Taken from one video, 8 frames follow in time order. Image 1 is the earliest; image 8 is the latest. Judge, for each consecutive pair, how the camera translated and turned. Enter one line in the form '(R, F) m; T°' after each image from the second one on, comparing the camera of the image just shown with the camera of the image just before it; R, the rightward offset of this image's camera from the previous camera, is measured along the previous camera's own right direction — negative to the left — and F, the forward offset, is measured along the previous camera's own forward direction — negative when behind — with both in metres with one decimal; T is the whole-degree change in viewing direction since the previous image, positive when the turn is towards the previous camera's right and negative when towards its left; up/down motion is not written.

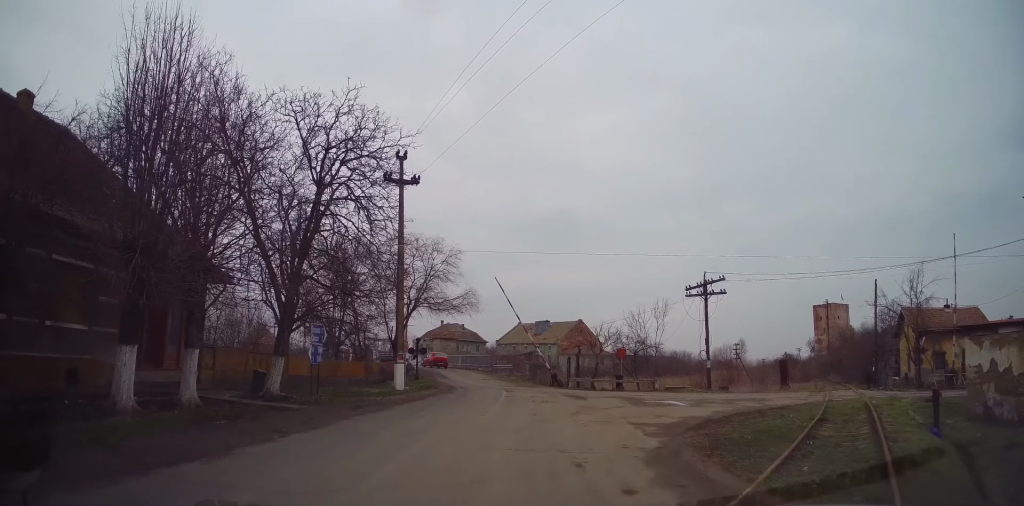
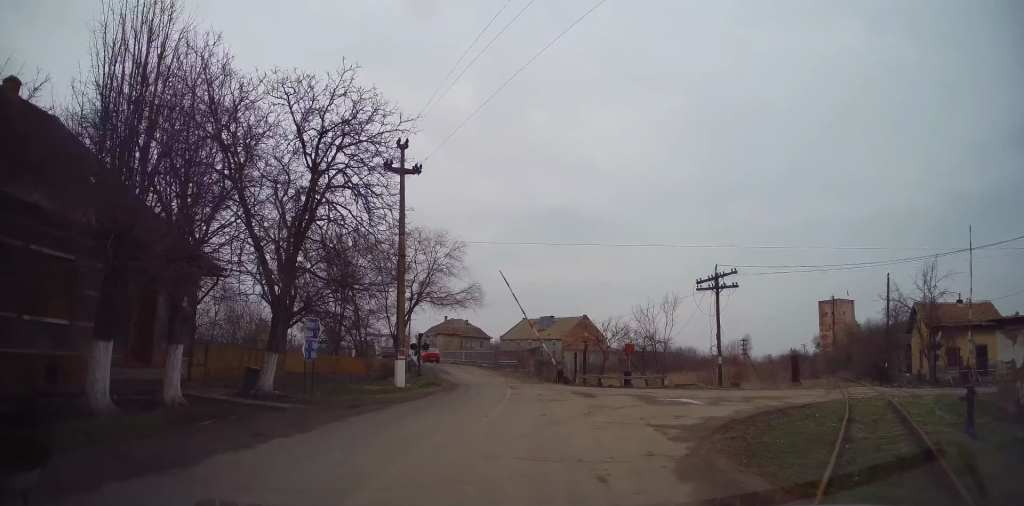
(+0.1, +1.0) m; +1°
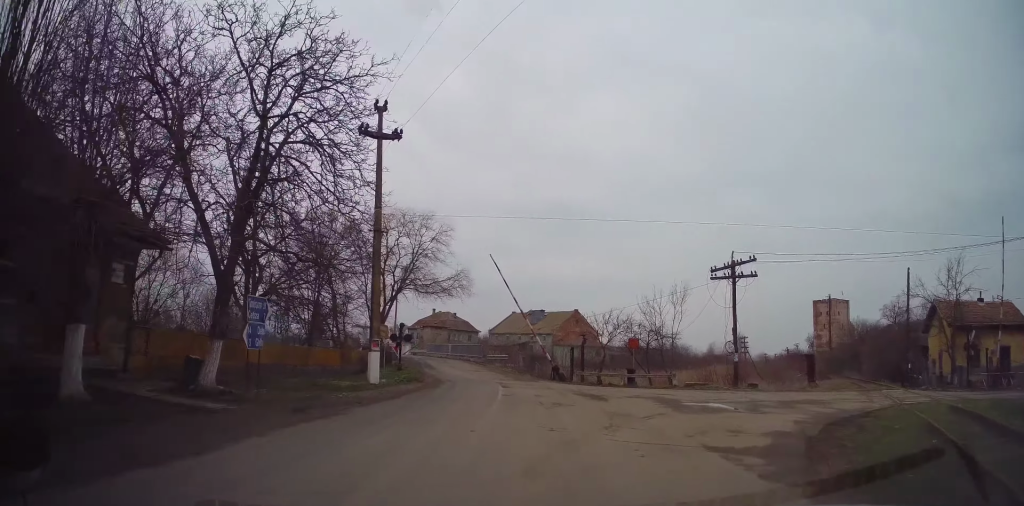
(-0.6, +3.5) m; -4°
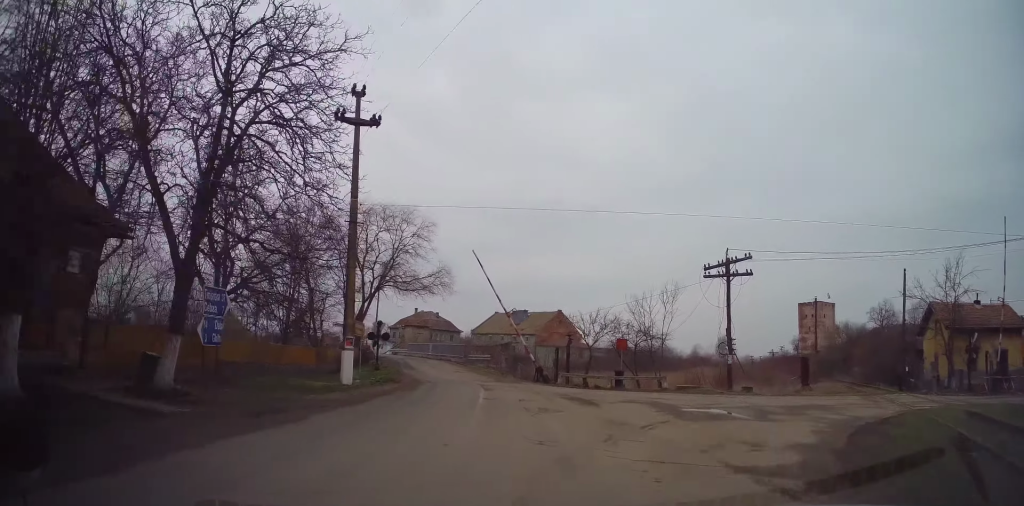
(+0.1, +1.4) m; 0°
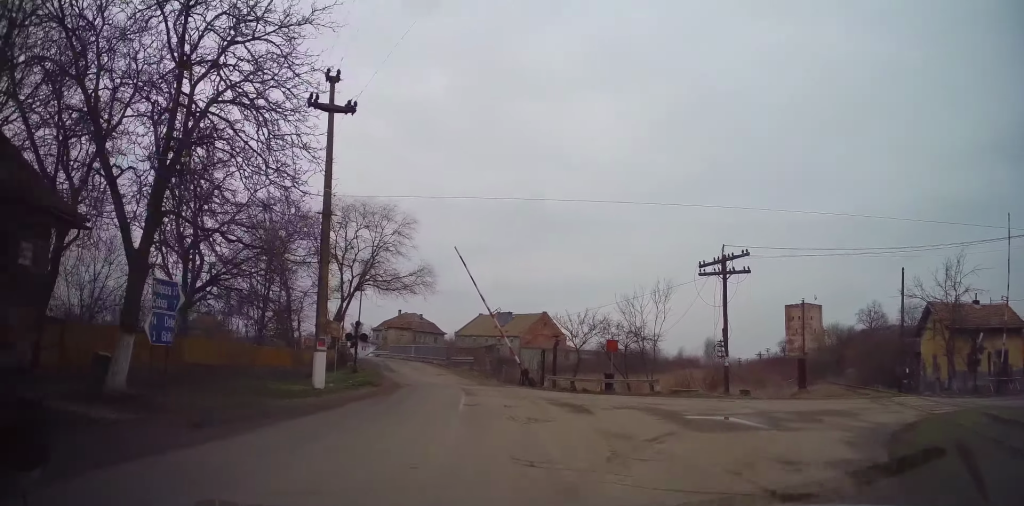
(+0.1, +1.2) m; 0°
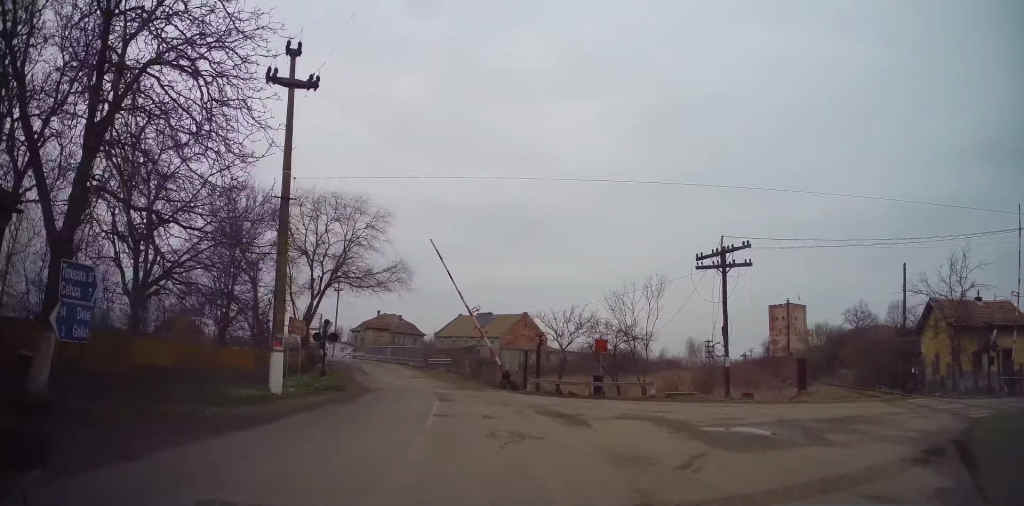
(-0.1, +1.8) m; 0°
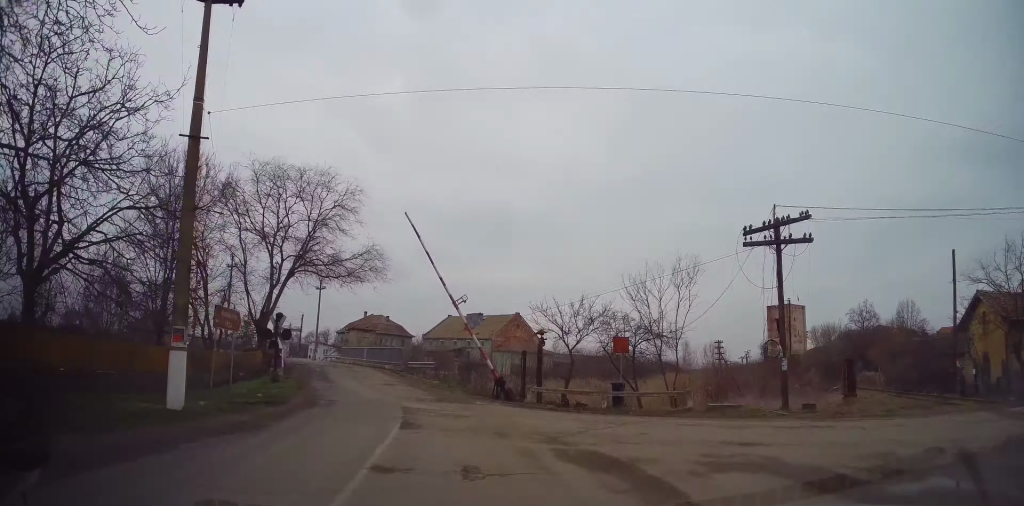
(+0.1, +4.9) m; +5°
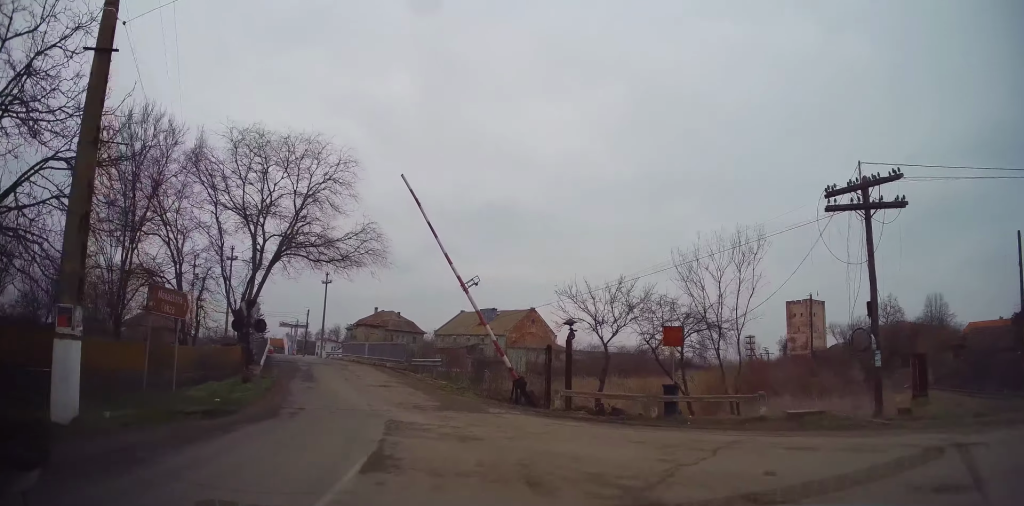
(+0.1, +4.2) m; 0°
